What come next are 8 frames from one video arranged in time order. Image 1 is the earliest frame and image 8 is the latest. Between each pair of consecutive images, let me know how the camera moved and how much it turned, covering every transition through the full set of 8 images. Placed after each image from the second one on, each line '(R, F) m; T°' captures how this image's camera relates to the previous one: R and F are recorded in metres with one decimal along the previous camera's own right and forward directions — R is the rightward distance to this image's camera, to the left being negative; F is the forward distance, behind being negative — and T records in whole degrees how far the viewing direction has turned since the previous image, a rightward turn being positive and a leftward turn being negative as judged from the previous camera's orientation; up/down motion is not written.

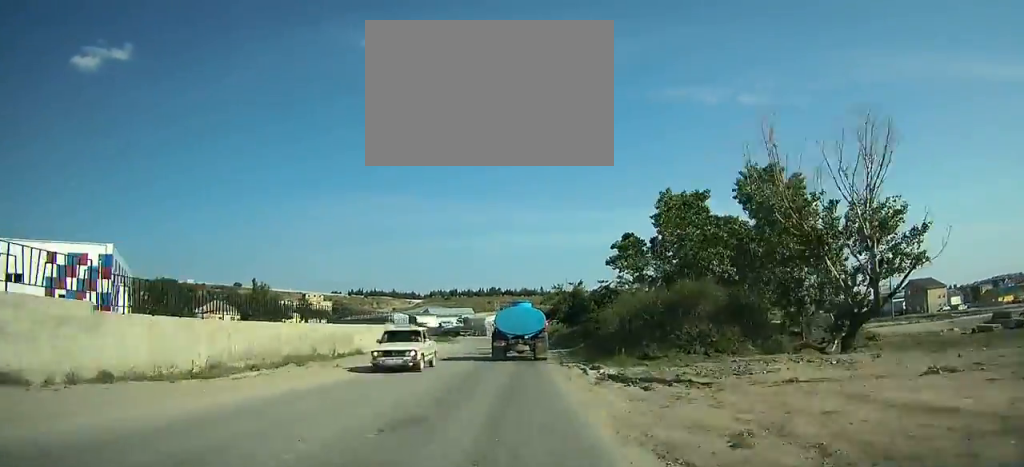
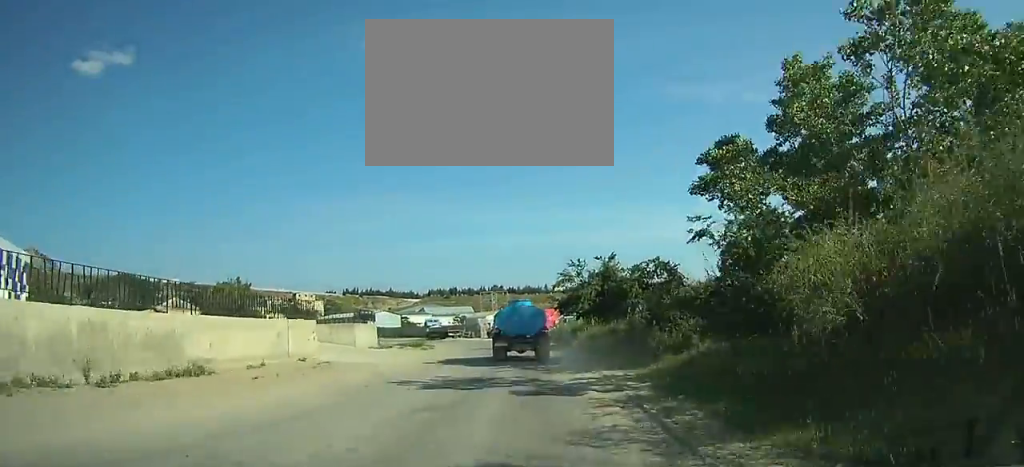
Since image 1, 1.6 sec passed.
(0.0, +18.1) m; -1°
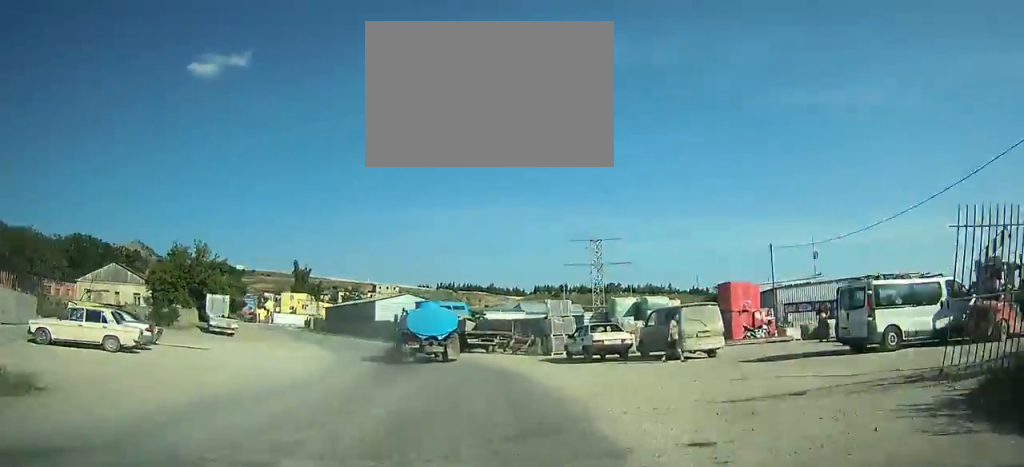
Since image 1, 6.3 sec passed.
(-4.3, +51.2) m; -17°
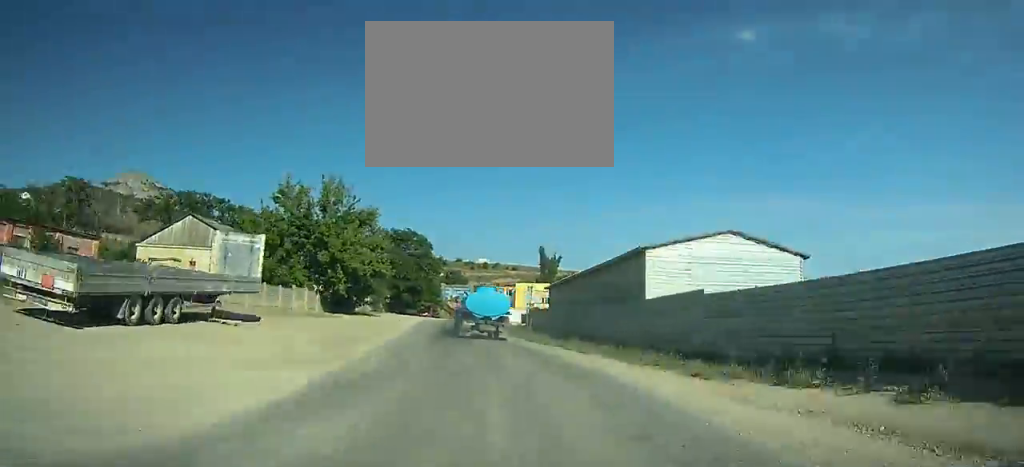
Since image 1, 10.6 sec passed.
(-8.6, +43.2) m; -13°
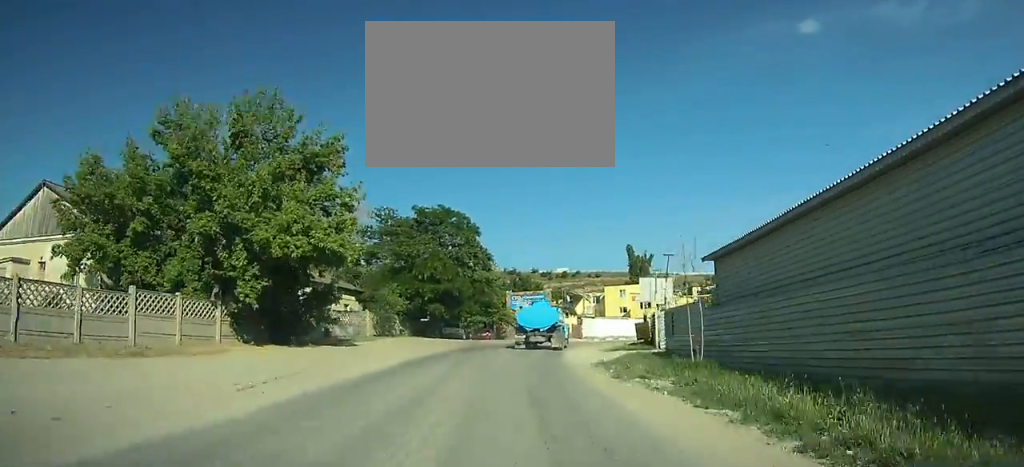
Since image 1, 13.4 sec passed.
(-0.4, +28.9) m; -2°
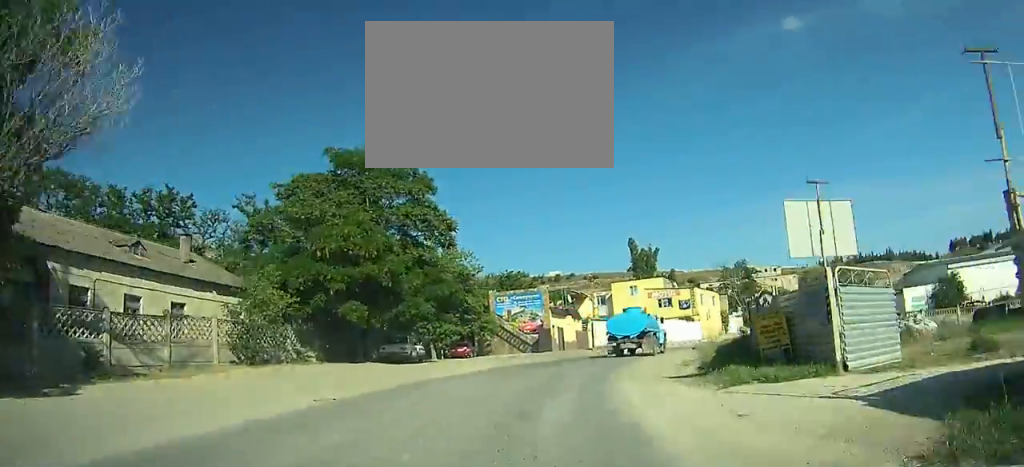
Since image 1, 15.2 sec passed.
(-0.1, +18.9) m; +1°
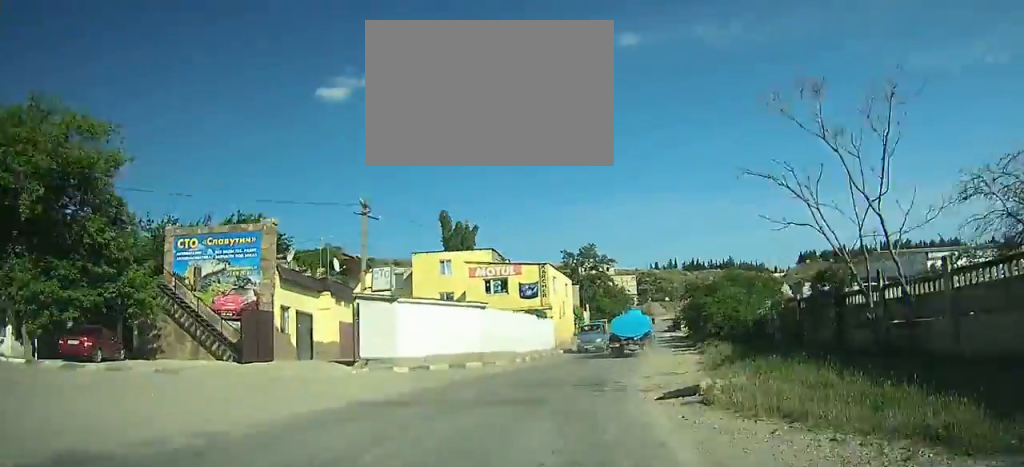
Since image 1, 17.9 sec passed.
(-0.1, +29.4) m; +5°
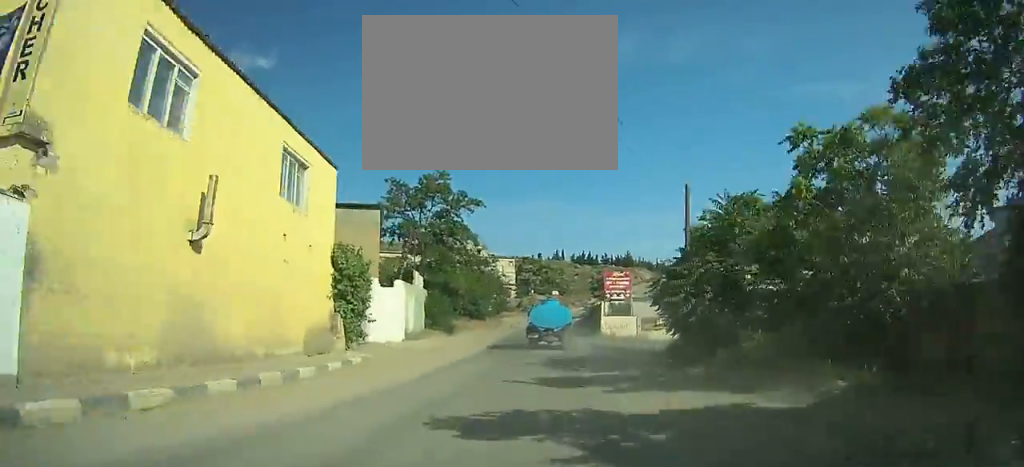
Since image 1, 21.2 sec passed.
(+3.8, +39.4) m; +8°
